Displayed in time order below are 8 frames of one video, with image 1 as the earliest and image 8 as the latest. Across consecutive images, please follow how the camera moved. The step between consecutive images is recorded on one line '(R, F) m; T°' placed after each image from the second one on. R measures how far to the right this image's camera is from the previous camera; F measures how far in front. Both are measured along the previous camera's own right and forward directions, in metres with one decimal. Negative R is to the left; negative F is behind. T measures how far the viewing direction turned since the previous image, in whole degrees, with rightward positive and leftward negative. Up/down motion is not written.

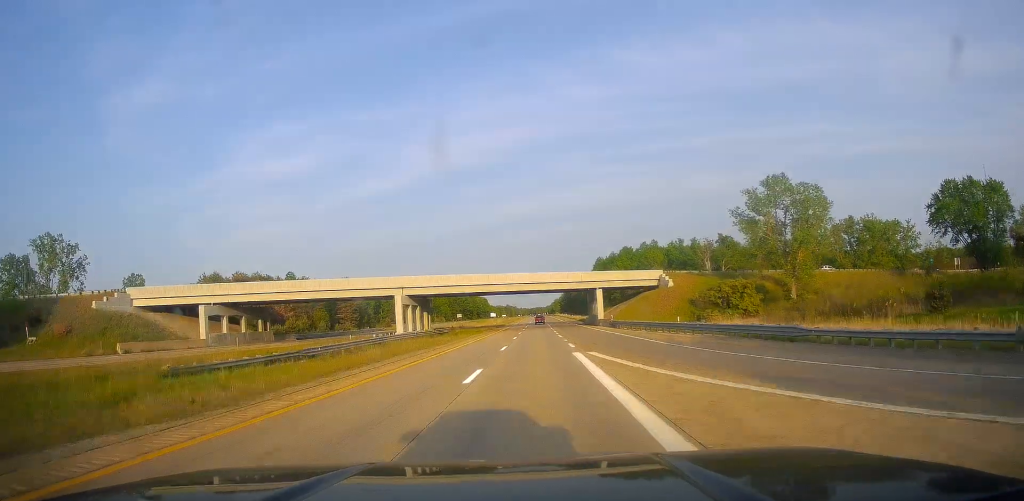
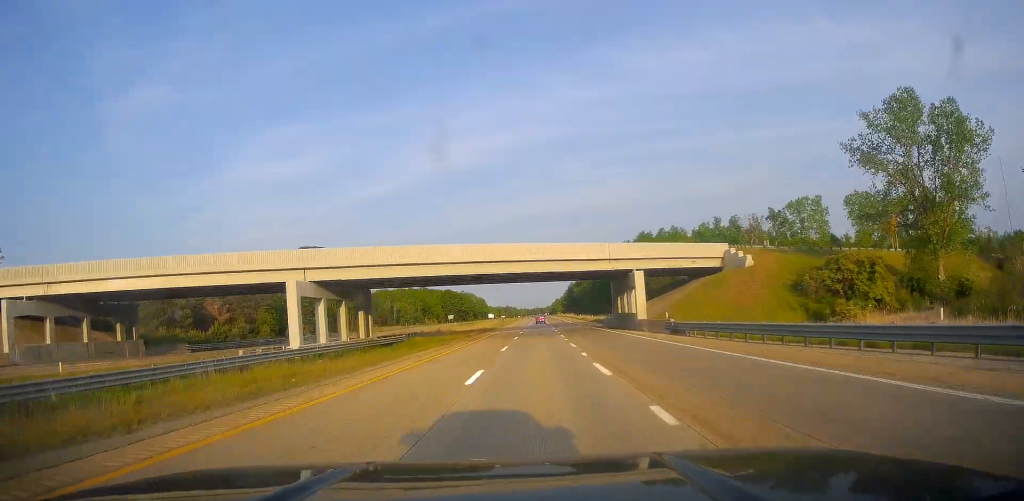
(-0.2, +31.2) m; 0°
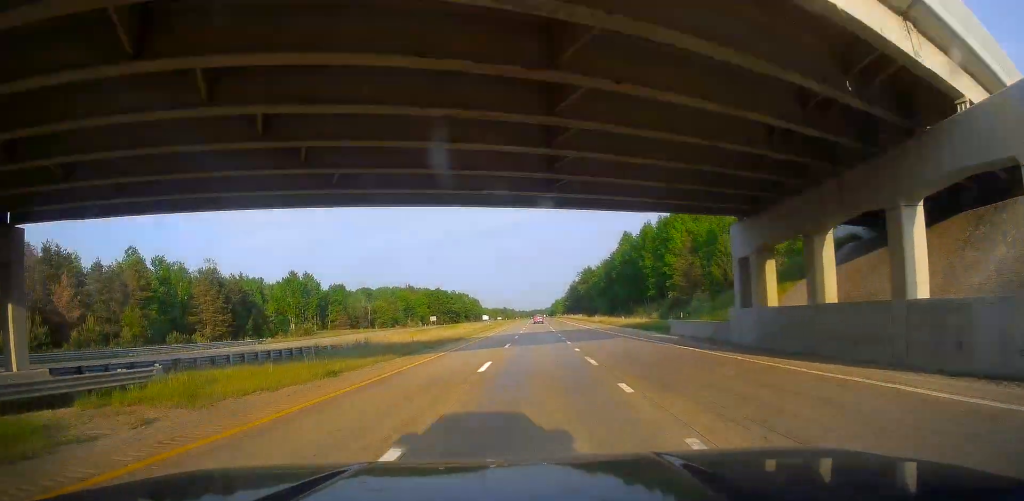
(+0.1, +42.0) m; 0°
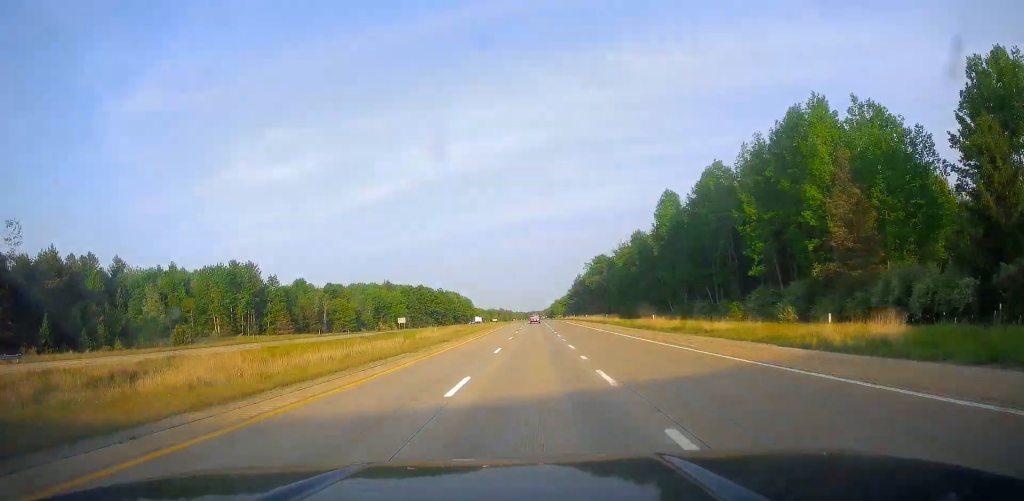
(+0.3, +51.2) m; +1°
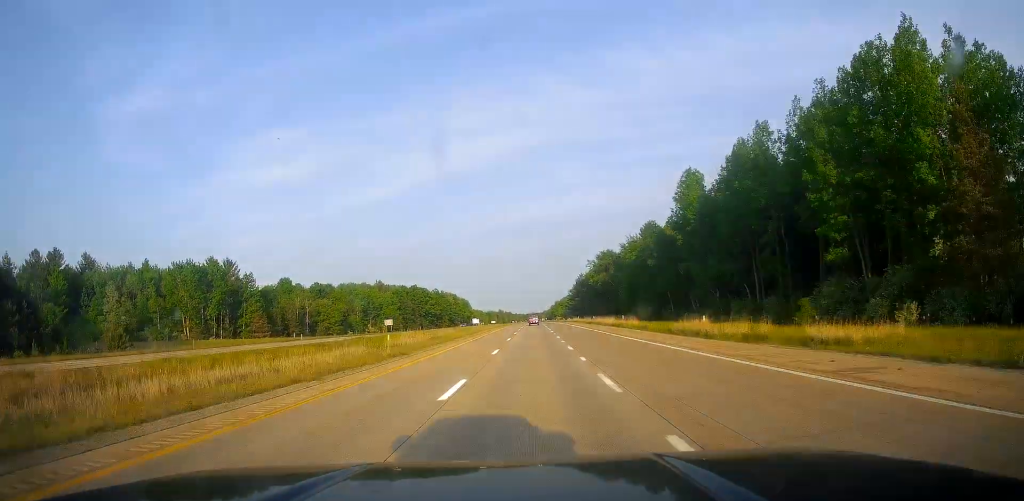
(0.0, +15.5) m; 0°
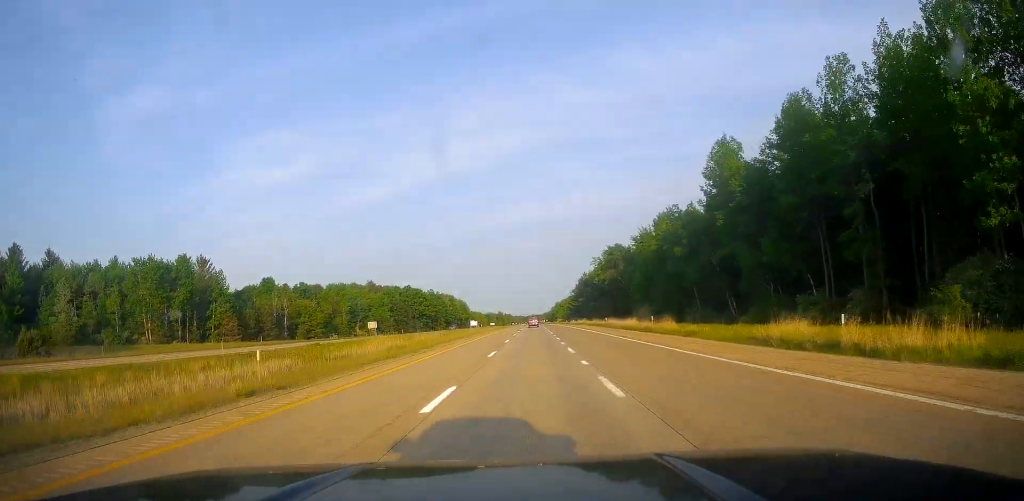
(+0.1, +16.7) m; 0°
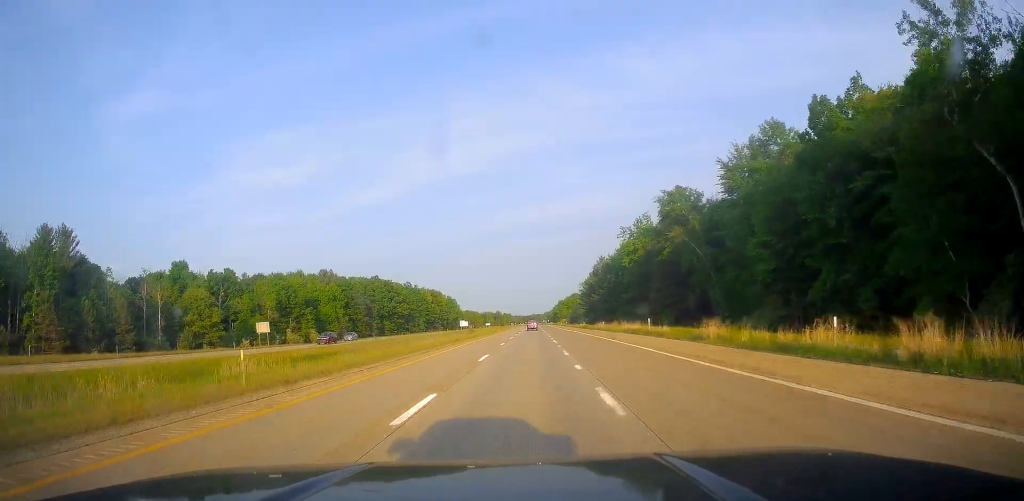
(-0.6, +62.2) m; -1°
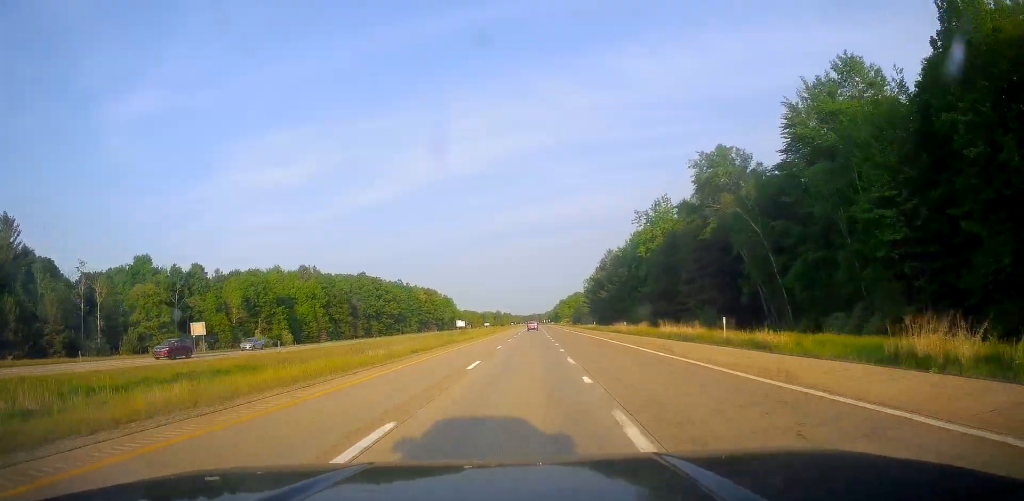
(-0.1, +19.1) m; 0°
